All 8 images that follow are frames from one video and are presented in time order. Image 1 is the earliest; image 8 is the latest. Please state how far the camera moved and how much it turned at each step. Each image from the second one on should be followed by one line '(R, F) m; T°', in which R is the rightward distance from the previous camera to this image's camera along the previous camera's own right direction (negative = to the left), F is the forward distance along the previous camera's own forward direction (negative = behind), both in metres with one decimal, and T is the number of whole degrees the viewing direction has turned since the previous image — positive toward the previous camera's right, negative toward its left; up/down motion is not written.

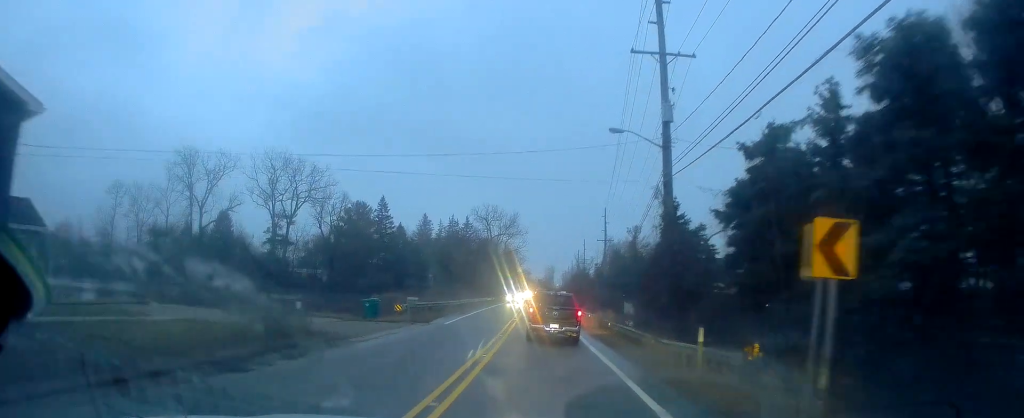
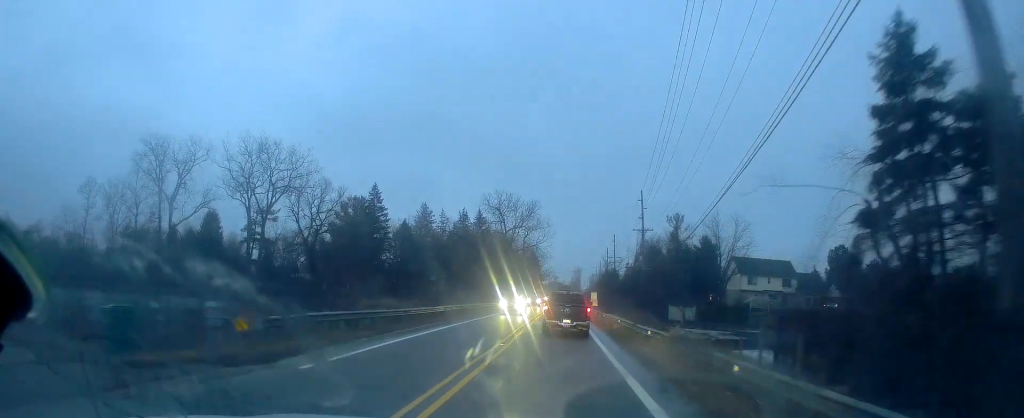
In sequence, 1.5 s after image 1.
(-1.1, +19.8) m; -7°
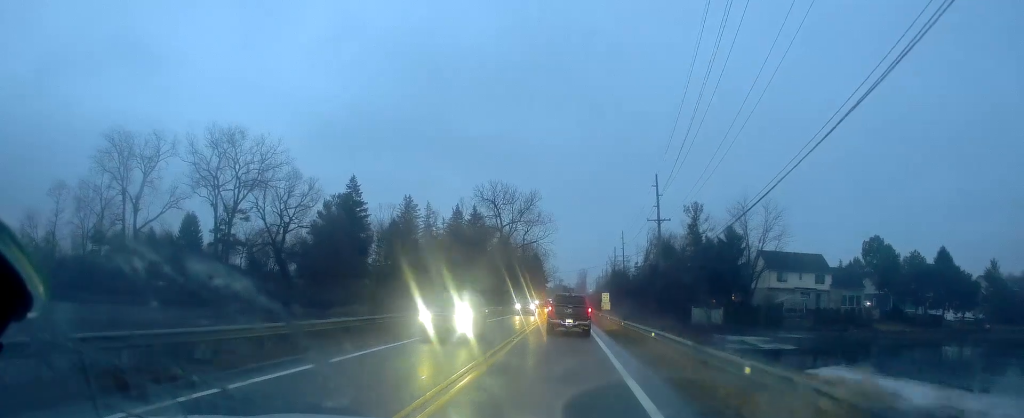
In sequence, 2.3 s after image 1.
(-0.2, +11.9) m; 0°
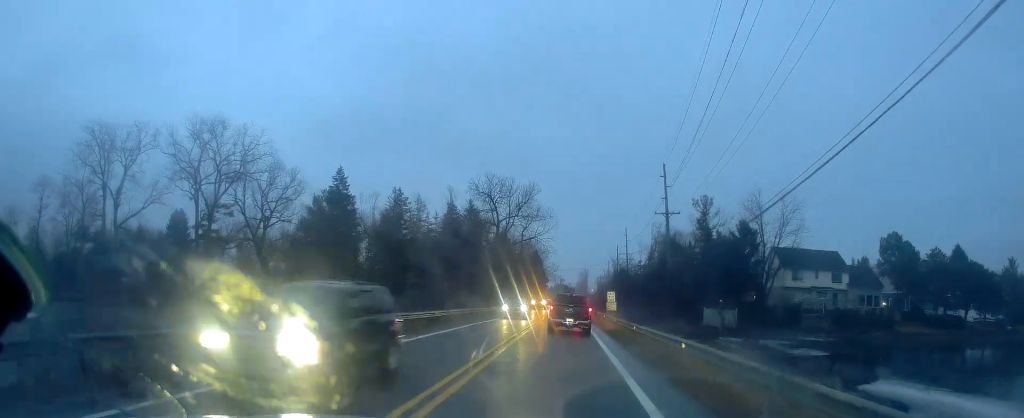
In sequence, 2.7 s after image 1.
(+0.2, +5.6) m; +1°
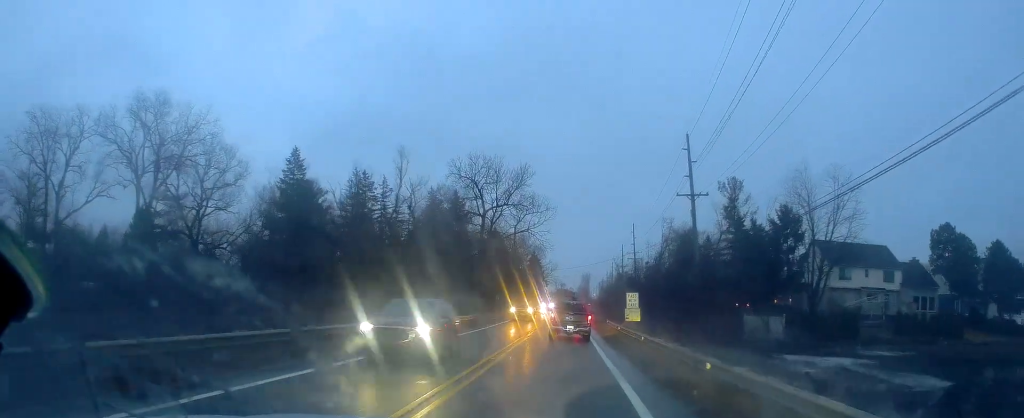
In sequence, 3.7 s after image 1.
(+0.1, +14.3) m; -1°
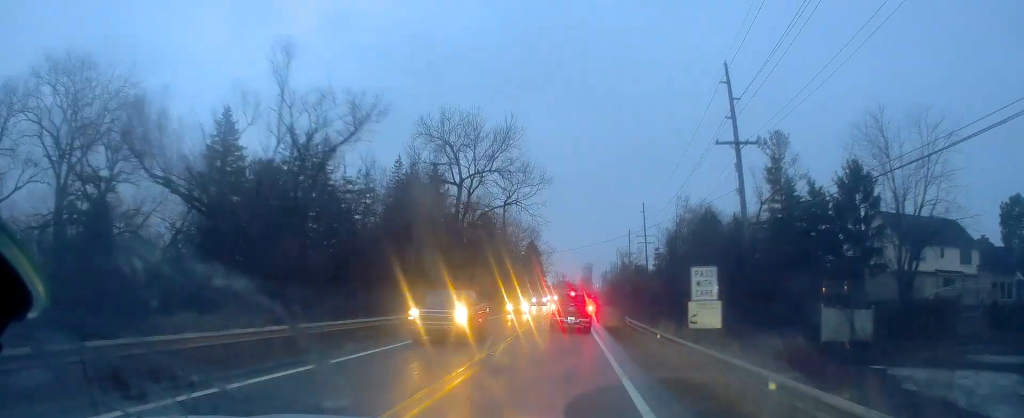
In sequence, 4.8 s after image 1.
(-0.4, +15.2) m; 0°
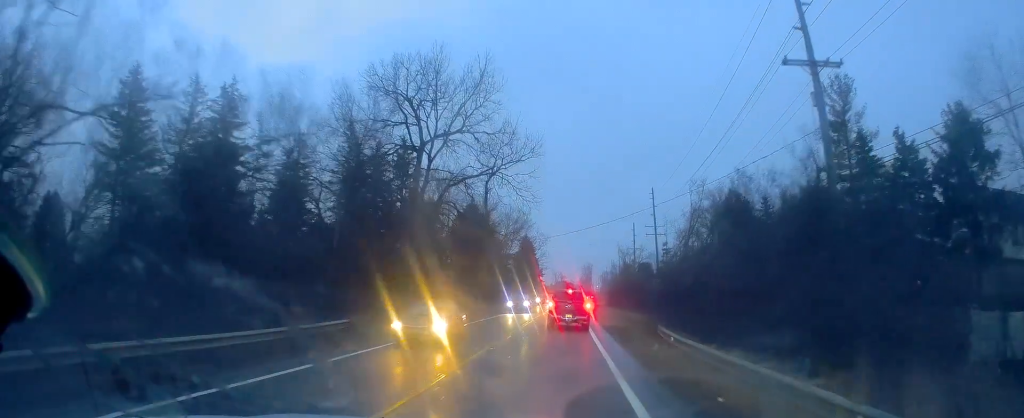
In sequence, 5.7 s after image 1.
(+0.3, +14.4) m; -1°
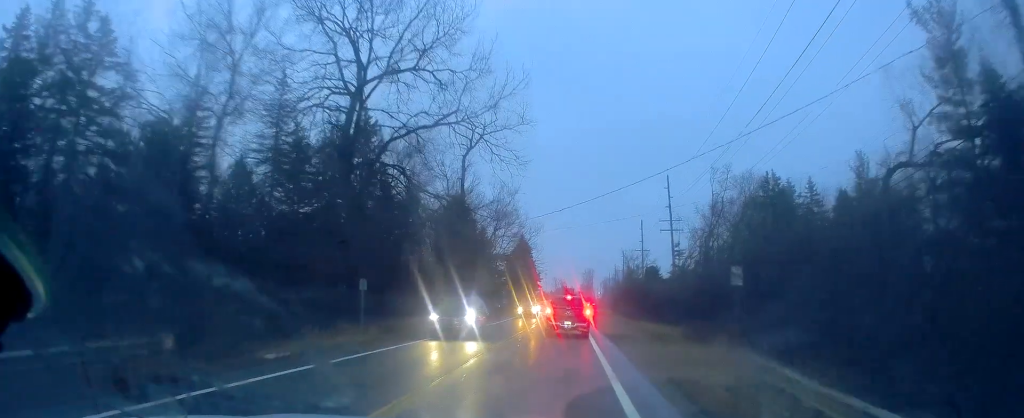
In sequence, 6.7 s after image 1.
(-0.6, +14.1) m; 0°
